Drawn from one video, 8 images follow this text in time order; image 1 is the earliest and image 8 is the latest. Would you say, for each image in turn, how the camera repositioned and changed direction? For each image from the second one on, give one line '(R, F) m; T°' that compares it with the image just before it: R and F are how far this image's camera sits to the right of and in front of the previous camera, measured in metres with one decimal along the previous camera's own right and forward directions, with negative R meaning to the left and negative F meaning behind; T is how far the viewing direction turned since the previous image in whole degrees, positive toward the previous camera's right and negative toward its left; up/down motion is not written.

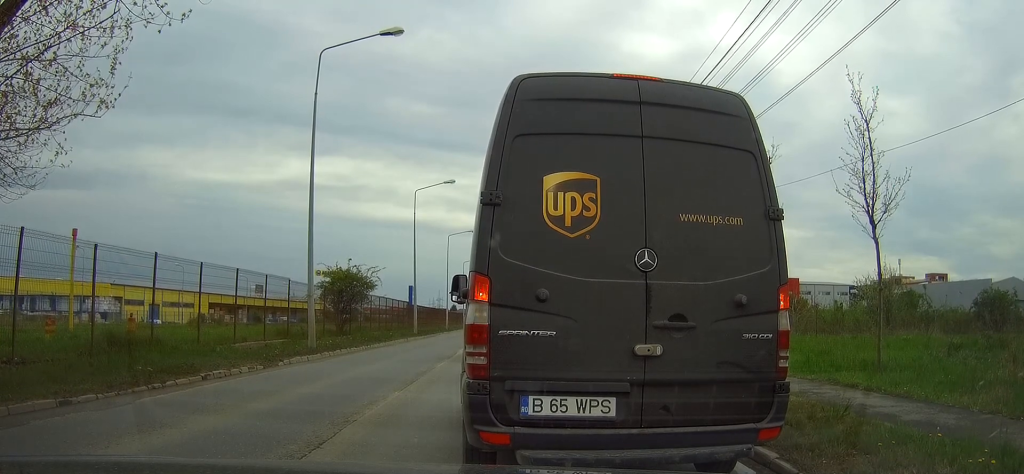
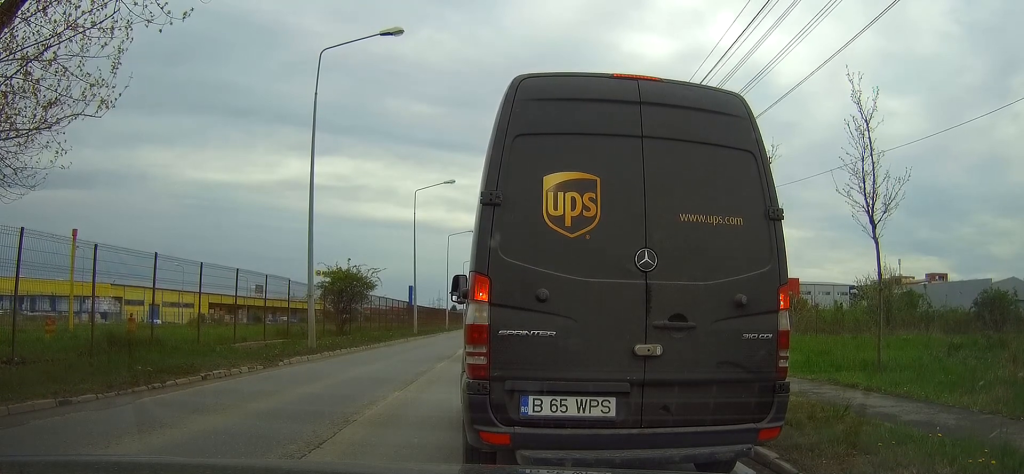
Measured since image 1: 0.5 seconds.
(0.0, 0.0) m; 0°
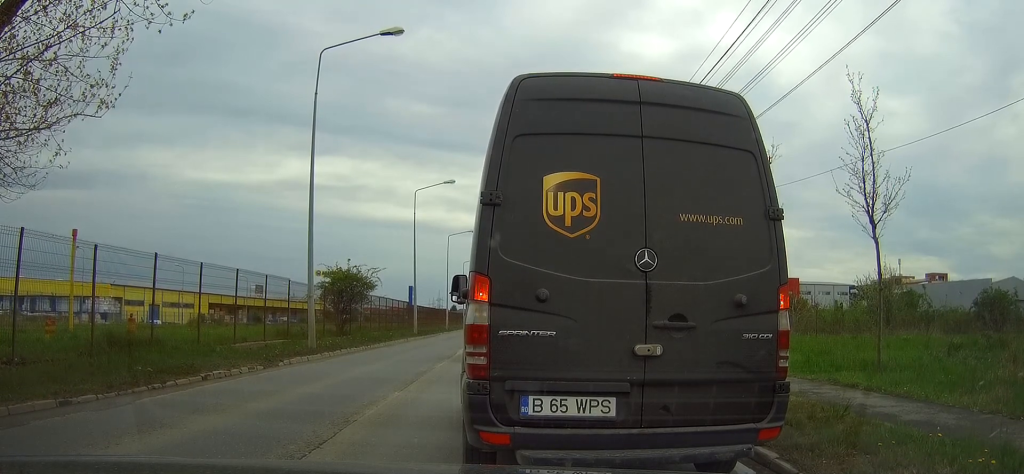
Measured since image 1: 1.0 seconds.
(0.0, 0.0) m; 0°
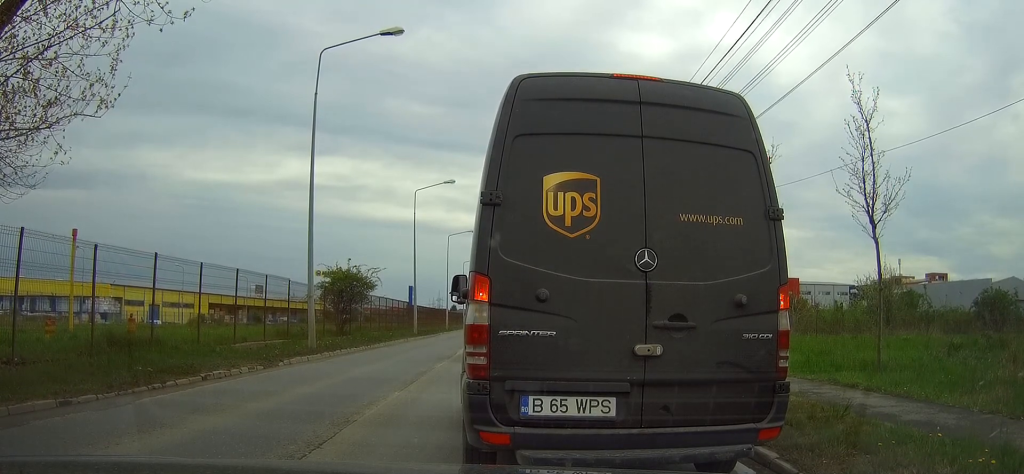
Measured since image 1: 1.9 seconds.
(0.0, 0.0) m; 0°
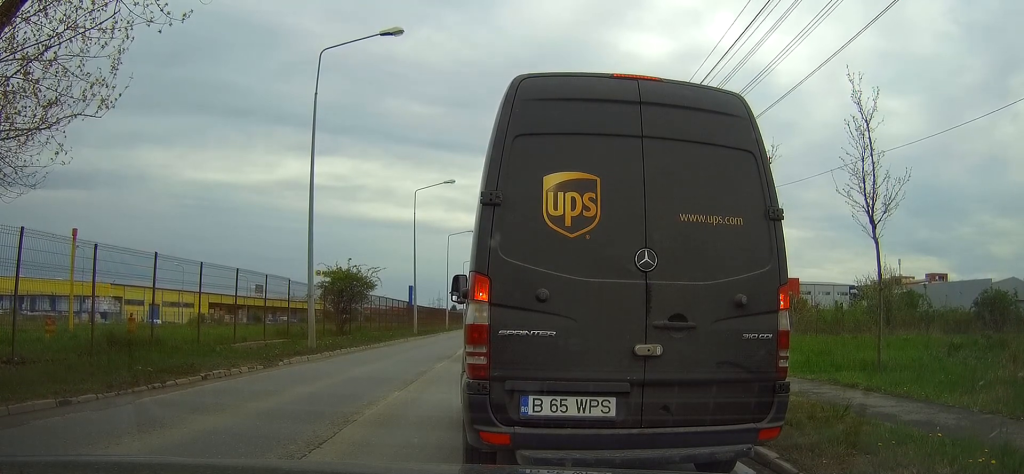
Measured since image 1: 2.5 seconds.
(0.0, 0.0) m; 0°
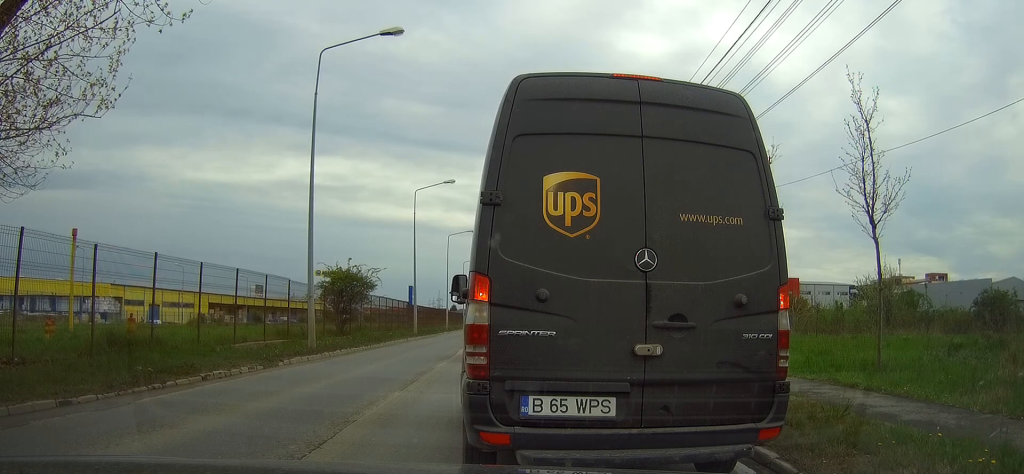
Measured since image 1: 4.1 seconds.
(0.0, 0.0) m; 0°
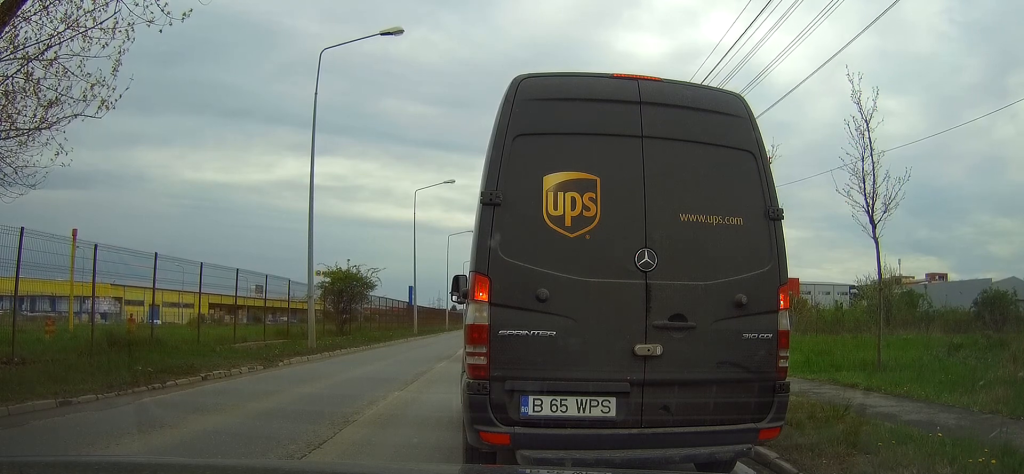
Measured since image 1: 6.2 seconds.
(0.0, 0.0) m; 0°
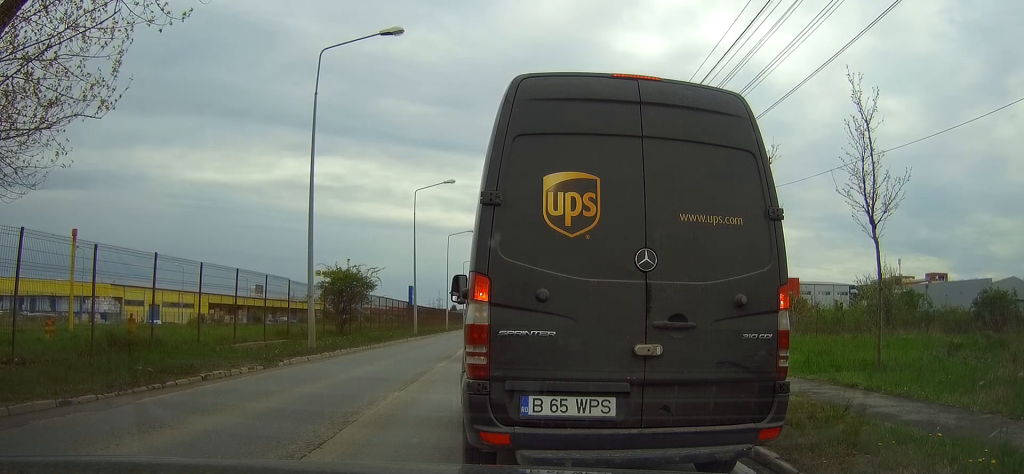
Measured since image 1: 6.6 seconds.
(0.0, 0.0) m; 0°
